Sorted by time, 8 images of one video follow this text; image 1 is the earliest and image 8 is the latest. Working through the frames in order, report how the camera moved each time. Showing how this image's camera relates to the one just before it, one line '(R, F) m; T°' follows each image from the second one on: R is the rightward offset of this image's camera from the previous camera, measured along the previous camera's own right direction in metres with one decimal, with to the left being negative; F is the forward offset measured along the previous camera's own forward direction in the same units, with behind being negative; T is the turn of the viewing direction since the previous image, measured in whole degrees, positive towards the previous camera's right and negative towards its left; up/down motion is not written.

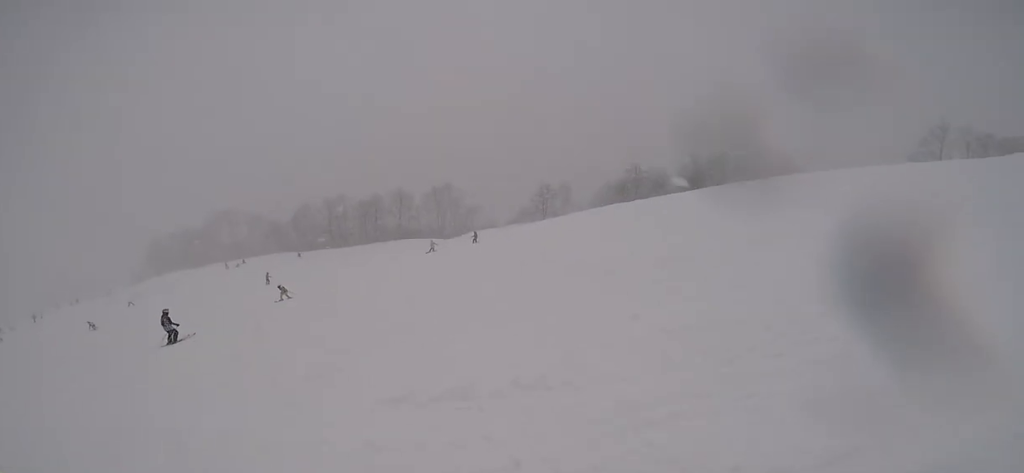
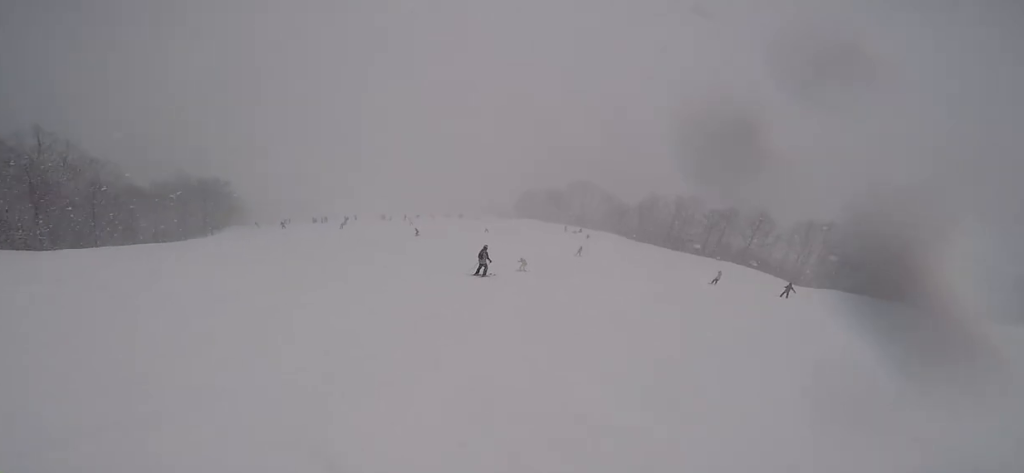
(-0.5, +3.6) m; -30°
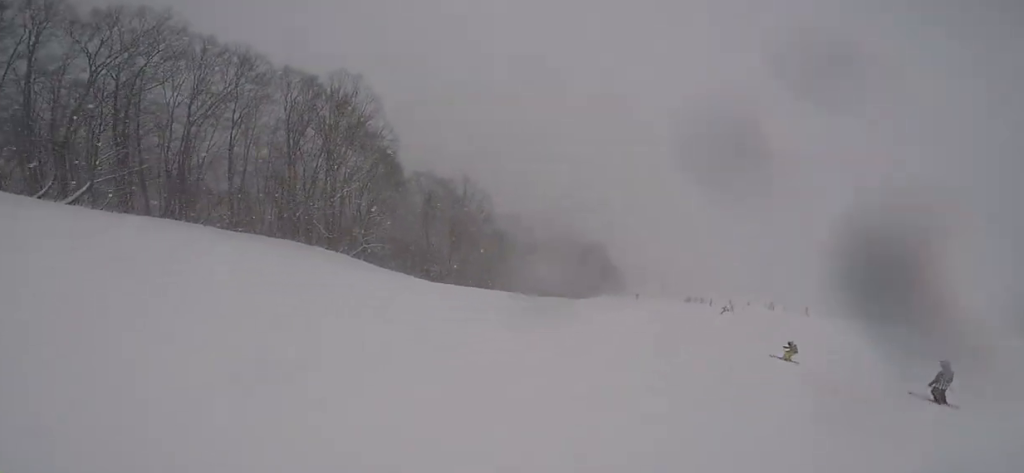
(-4.5, +6.4) m; -44°
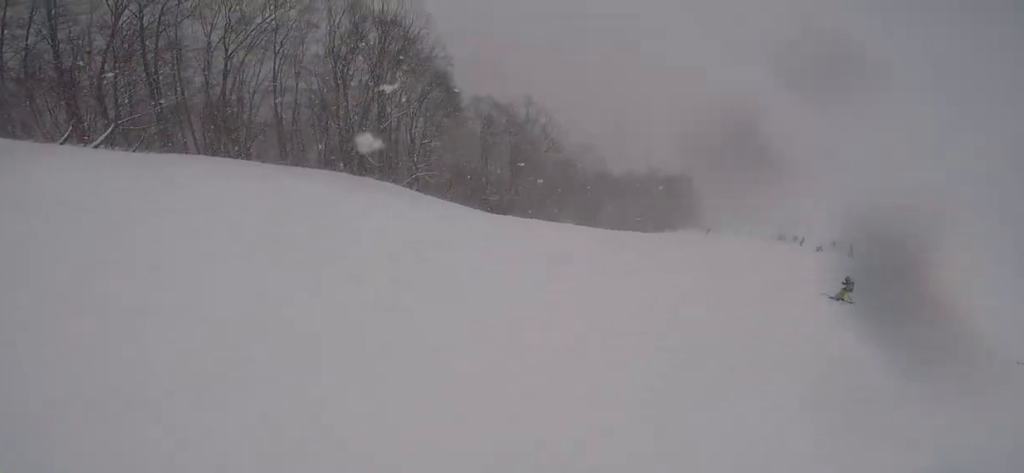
(0.0, +3.9) m; +13°
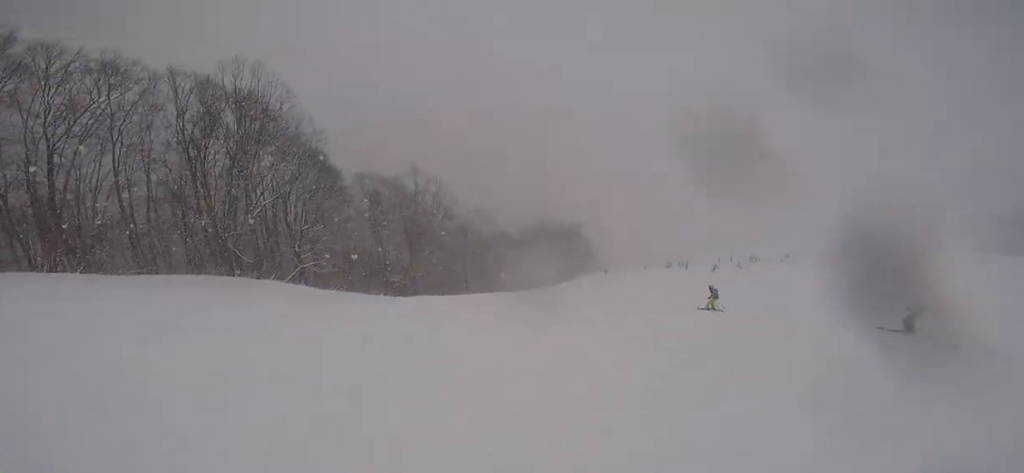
(+0.5, +2.6) m; +13°
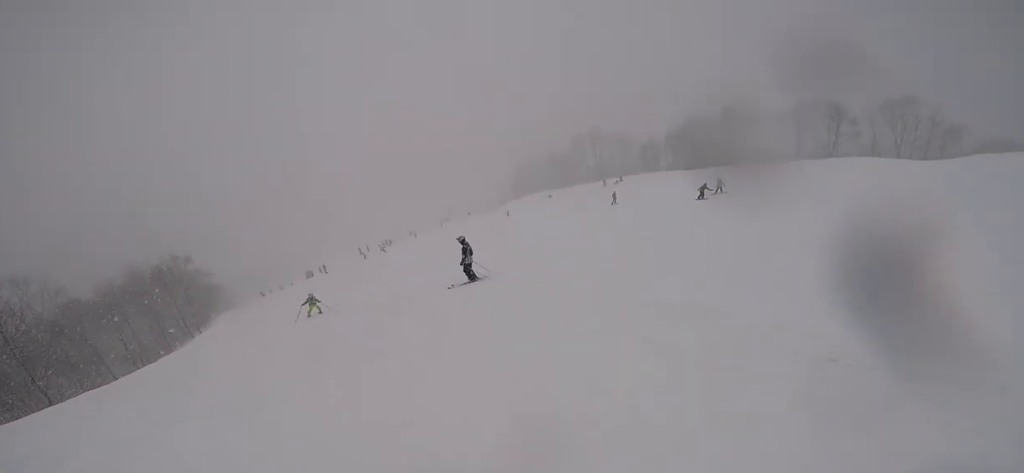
(+1.8, +6.0) m; +36°
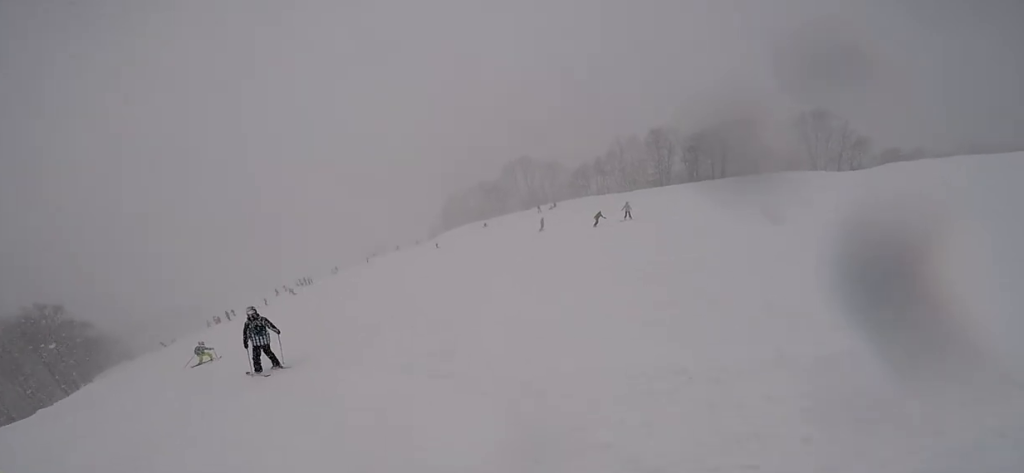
(+0.9, +4.0) m; +9°
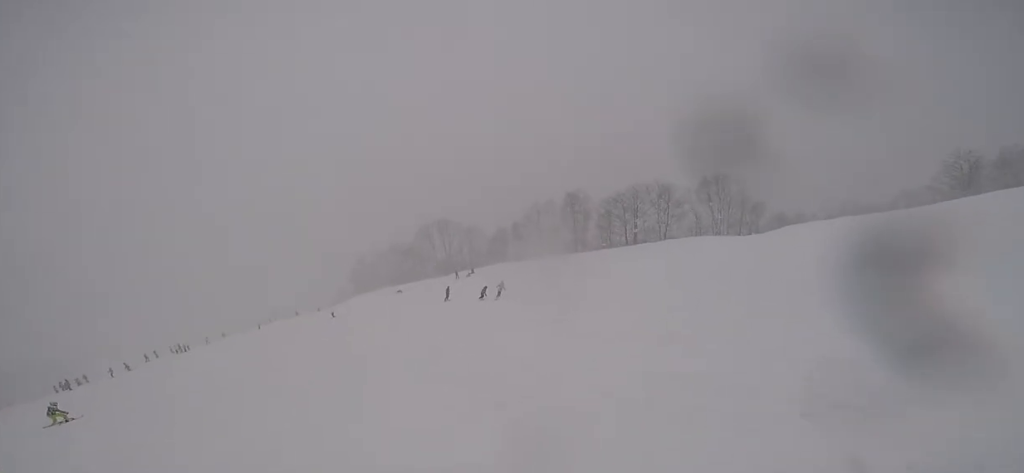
(+0.2, +4.1) m; -11°
